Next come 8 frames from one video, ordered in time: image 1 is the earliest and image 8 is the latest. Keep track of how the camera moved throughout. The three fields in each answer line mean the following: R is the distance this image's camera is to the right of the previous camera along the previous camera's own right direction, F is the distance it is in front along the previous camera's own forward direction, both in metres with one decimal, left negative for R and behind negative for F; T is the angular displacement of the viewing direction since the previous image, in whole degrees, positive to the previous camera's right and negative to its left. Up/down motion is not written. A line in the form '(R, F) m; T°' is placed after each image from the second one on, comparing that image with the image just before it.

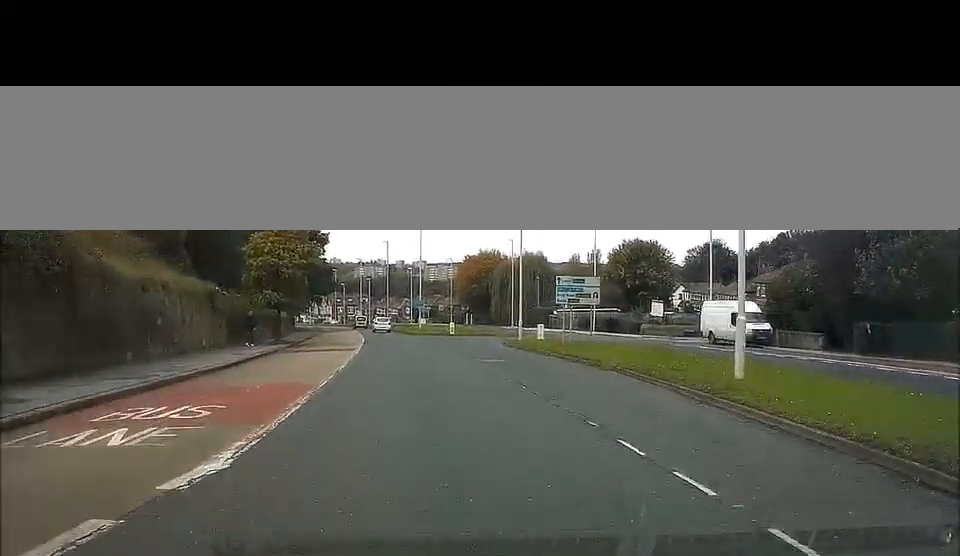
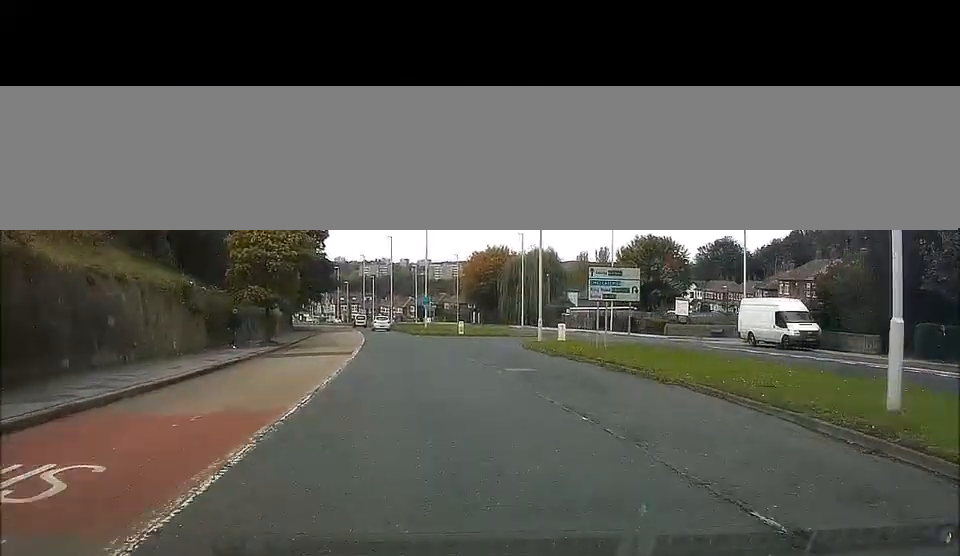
(0.0, +5.4) m; 0°
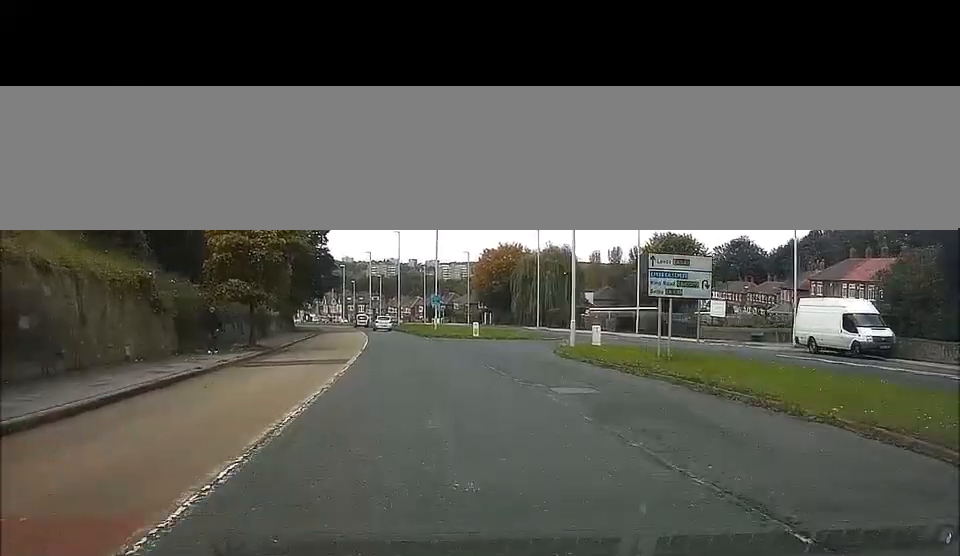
(0.0, +6.4) m; -1°
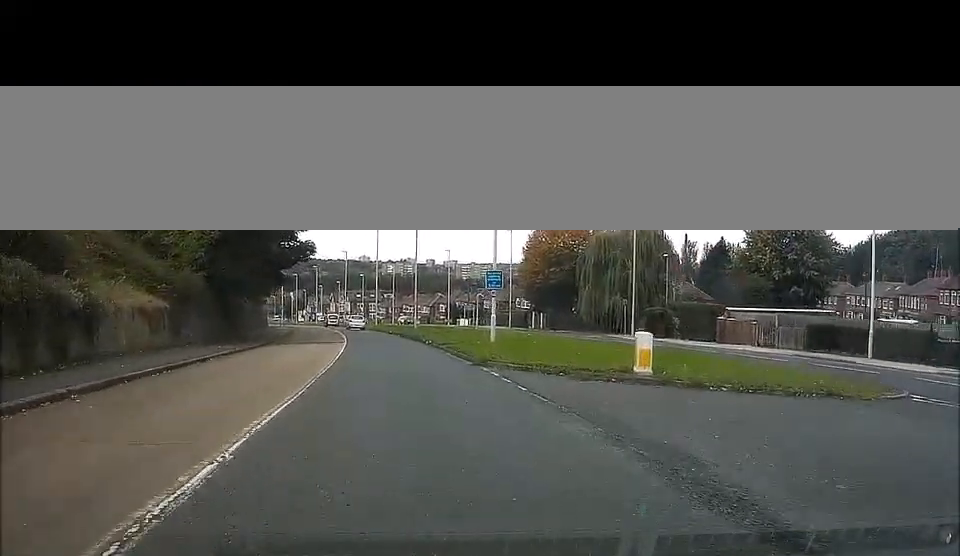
(-0.8, +36.3) m; -3°
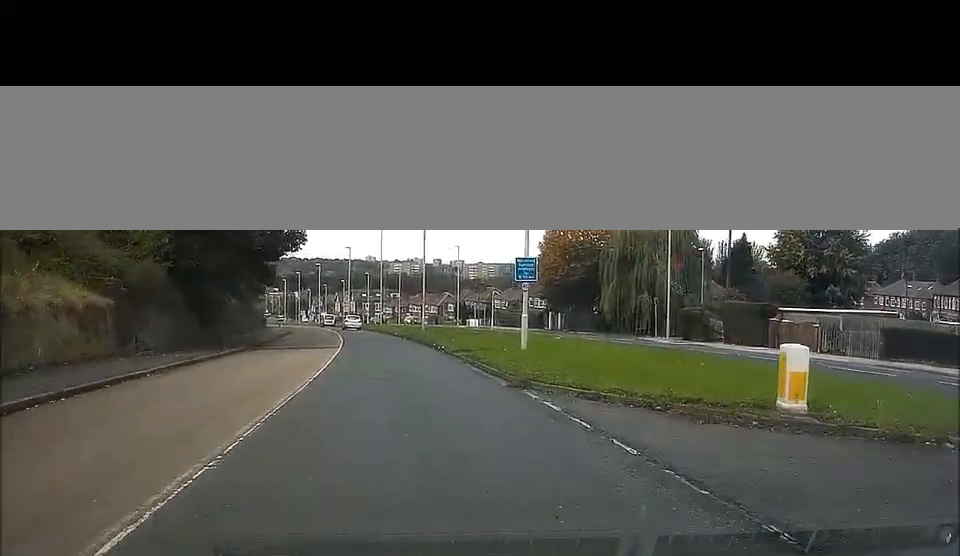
(-0.1, +7.2) m; -1°
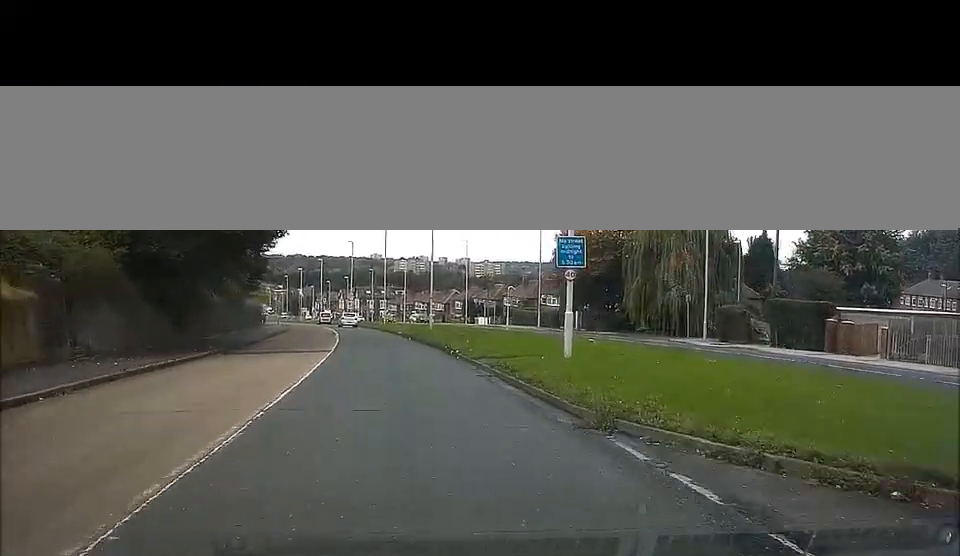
(0.0, +6.3) m; 0°
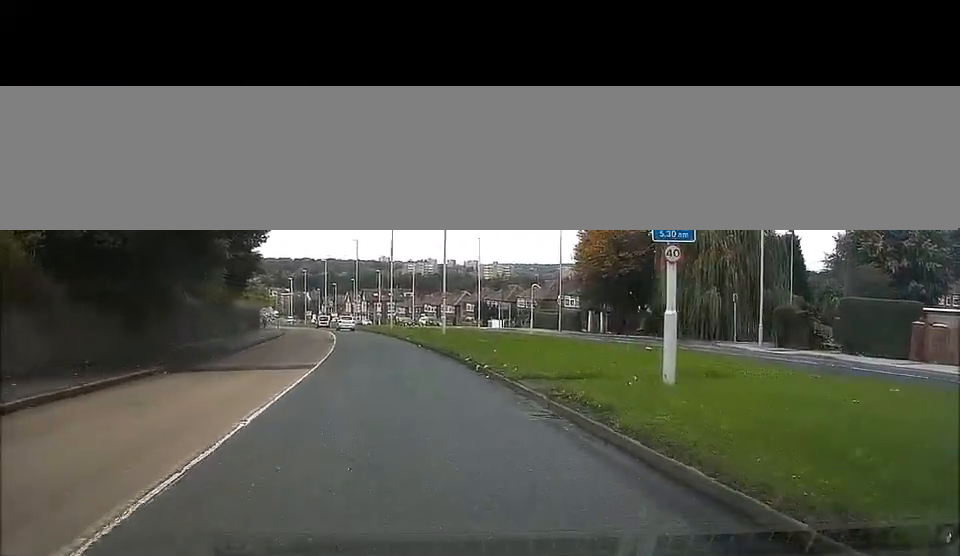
(-0.1, +7.3) m; 0°
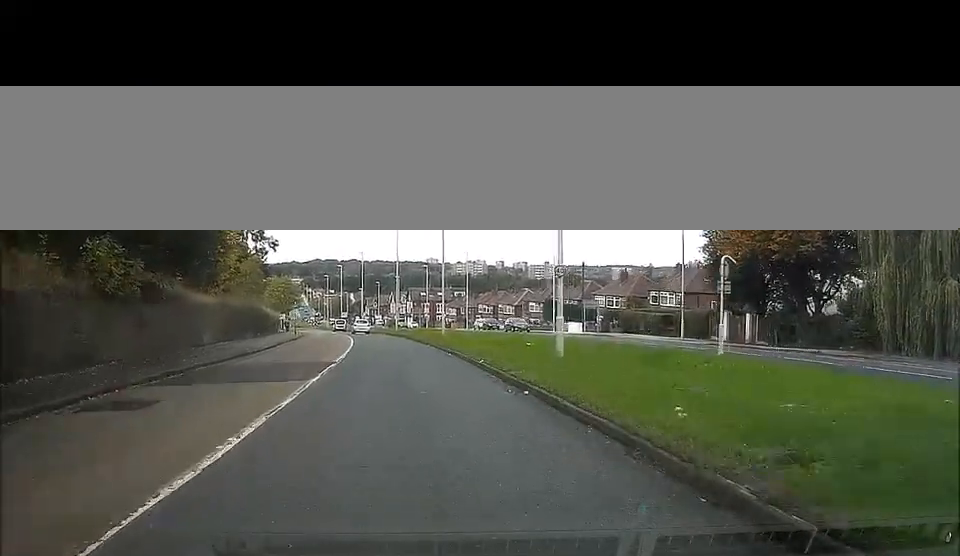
(-0.5, +24.0) m; -5°
